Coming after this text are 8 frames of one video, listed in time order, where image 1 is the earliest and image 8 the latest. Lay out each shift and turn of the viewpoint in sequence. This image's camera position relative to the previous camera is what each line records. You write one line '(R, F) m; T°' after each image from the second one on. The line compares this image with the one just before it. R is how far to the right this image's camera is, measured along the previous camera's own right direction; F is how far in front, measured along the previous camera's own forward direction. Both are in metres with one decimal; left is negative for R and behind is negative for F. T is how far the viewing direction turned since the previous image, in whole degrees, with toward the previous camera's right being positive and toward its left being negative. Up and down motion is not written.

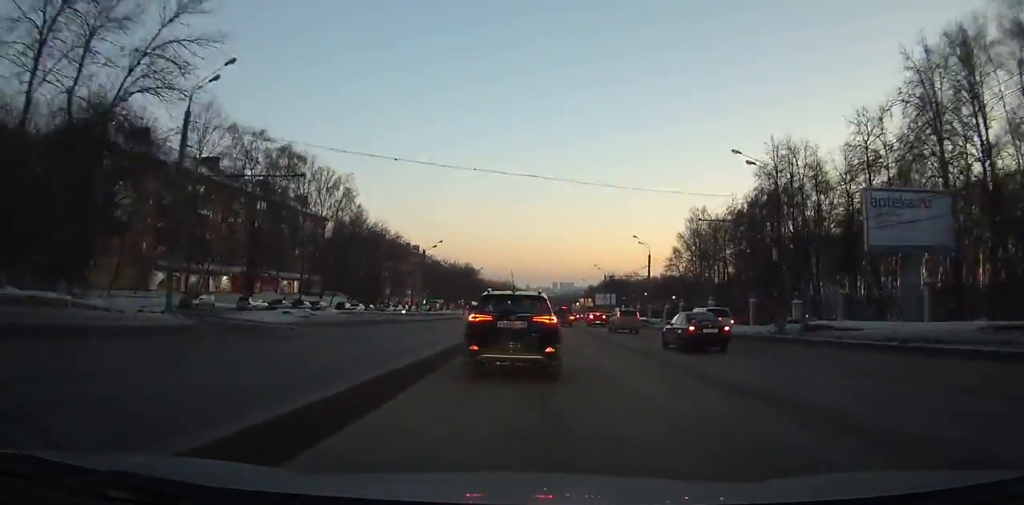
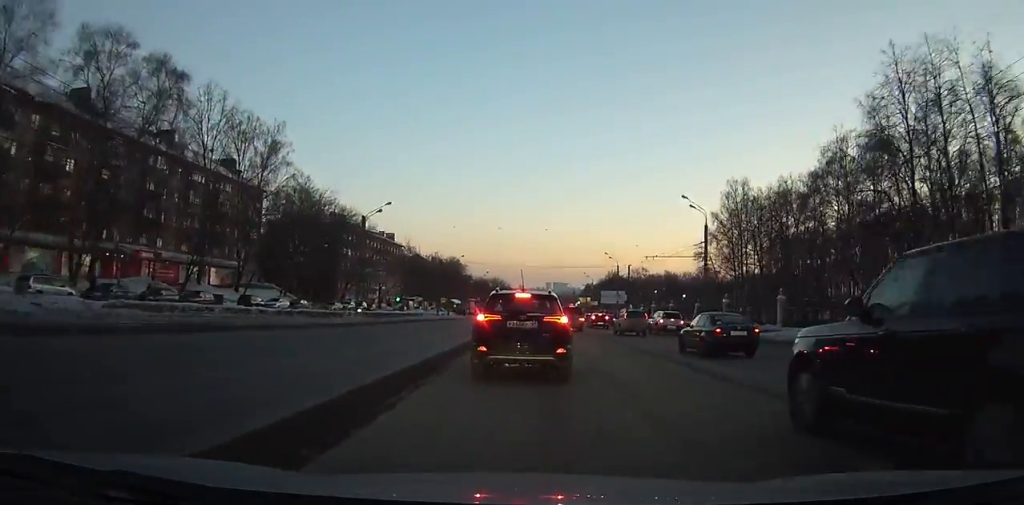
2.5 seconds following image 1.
(+0.1, +24.3) m; 0°
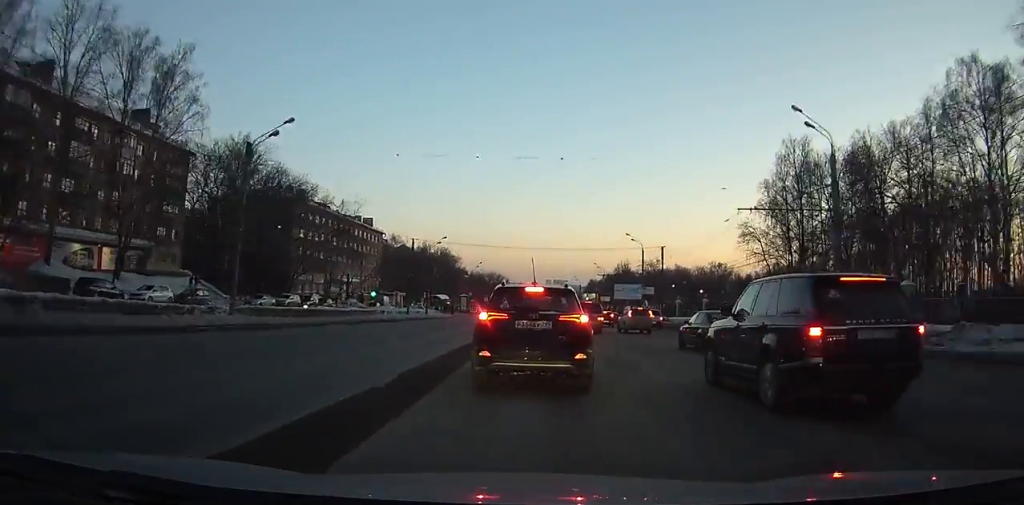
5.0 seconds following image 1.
(0.0, +20.1) m; 0°
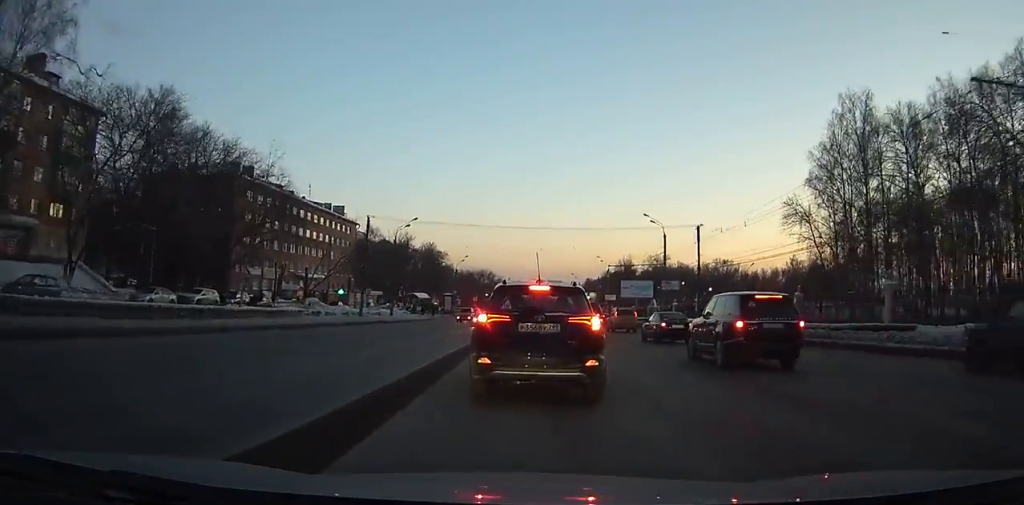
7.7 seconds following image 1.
(-0.1, +17.7) m; +1°
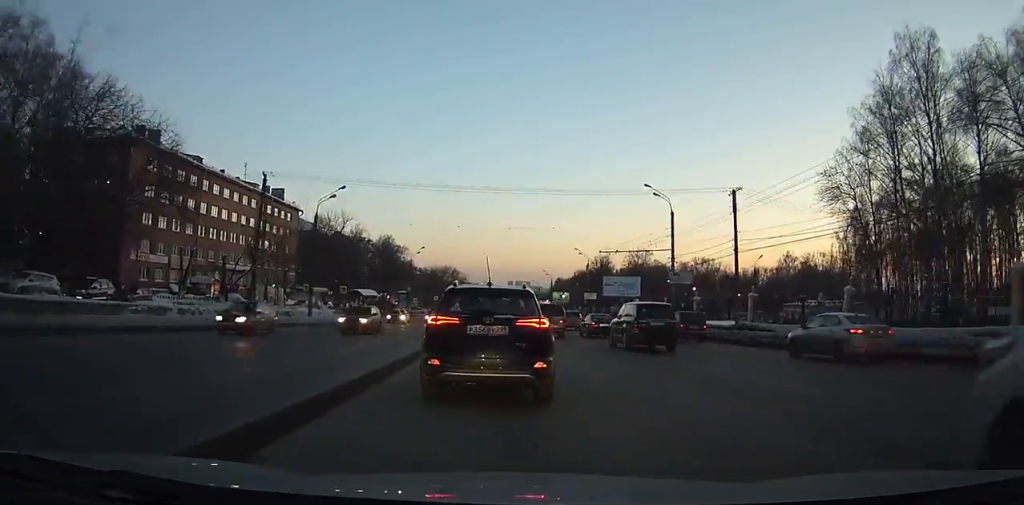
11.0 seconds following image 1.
(+0.4, +18.1) m; +3°
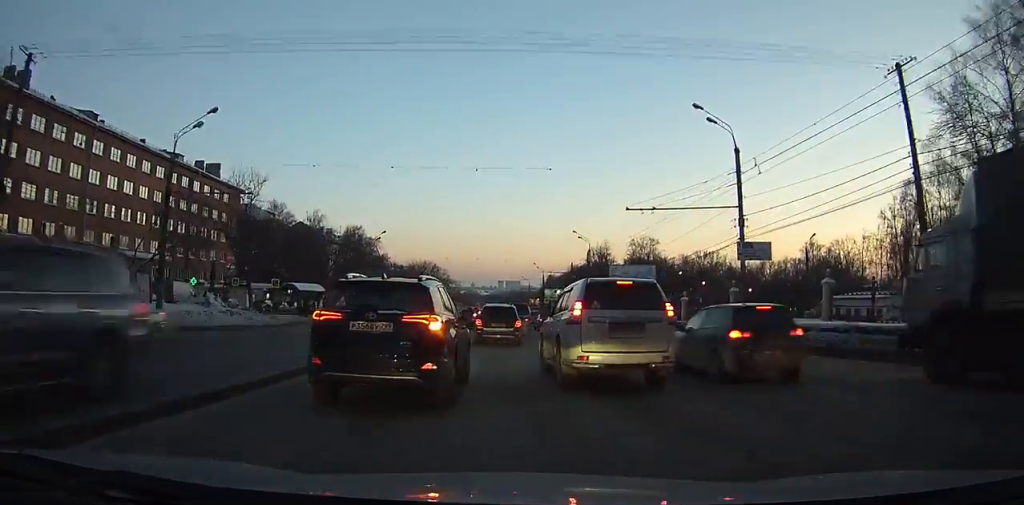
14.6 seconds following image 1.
(+0.5, +19.1) m; +1°
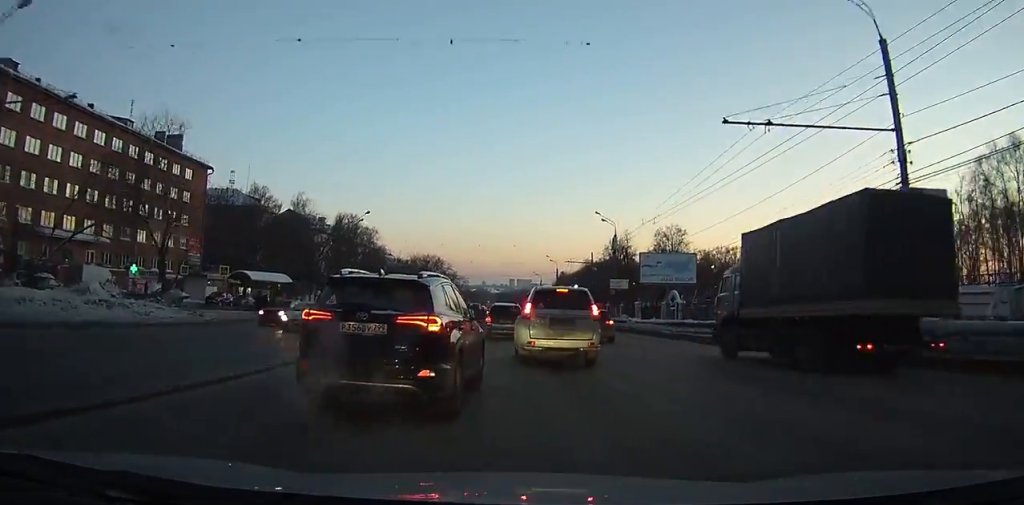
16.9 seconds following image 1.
(-0.2, +13.7) m; -2°
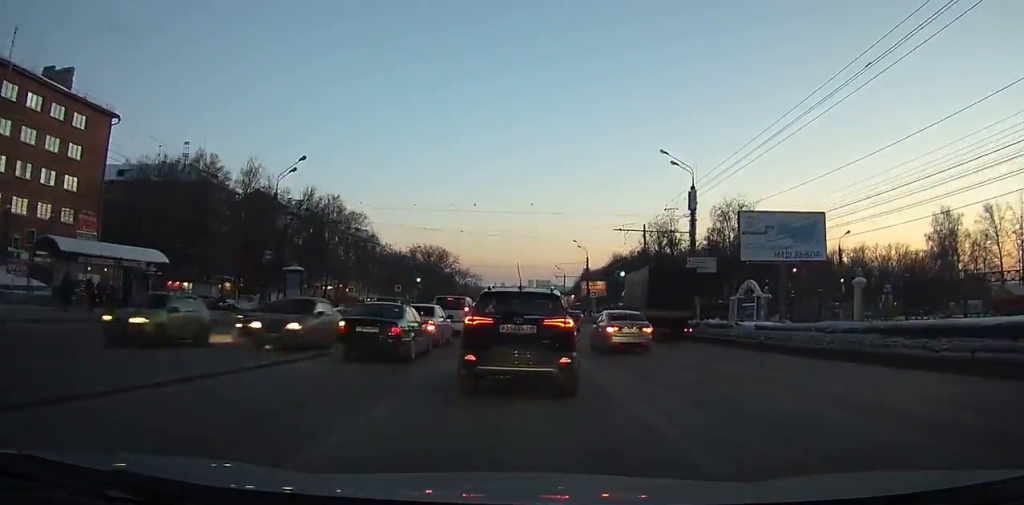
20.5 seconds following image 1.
(-0.6, +25.2) m; -2°
